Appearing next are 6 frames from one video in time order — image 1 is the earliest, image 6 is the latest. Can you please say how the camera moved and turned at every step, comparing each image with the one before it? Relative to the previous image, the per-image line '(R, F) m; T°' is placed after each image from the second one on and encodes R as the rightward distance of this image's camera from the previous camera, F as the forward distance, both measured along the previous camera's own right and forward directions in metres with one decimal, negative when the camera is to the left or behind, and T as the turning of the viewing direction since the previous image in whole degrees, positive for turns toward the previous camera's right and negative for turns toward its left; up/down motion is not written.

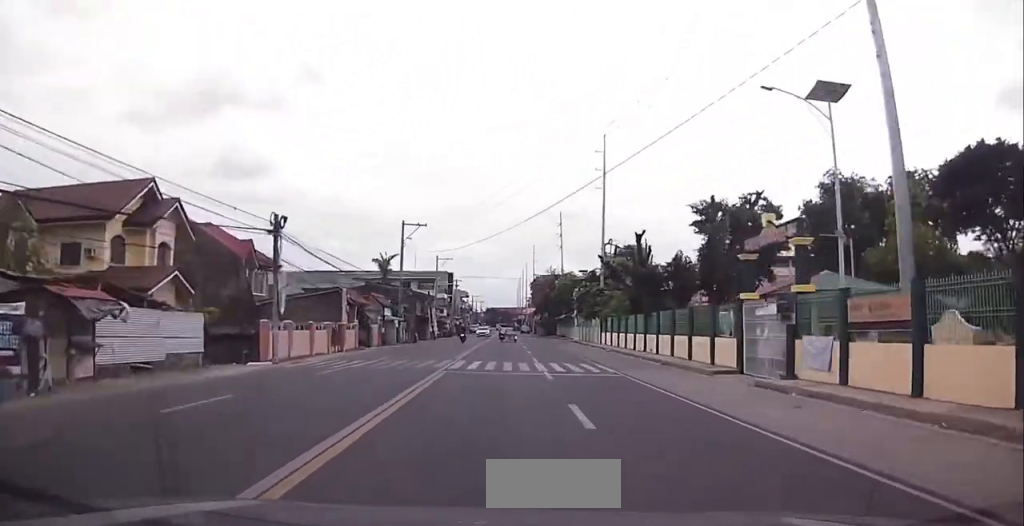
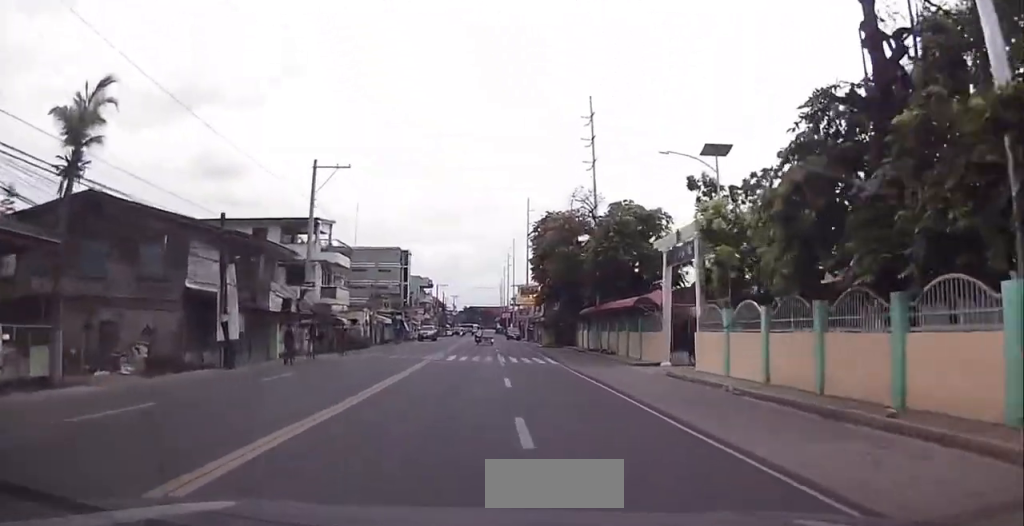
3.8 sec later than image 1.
(-0.8, +57.0) m; -1°
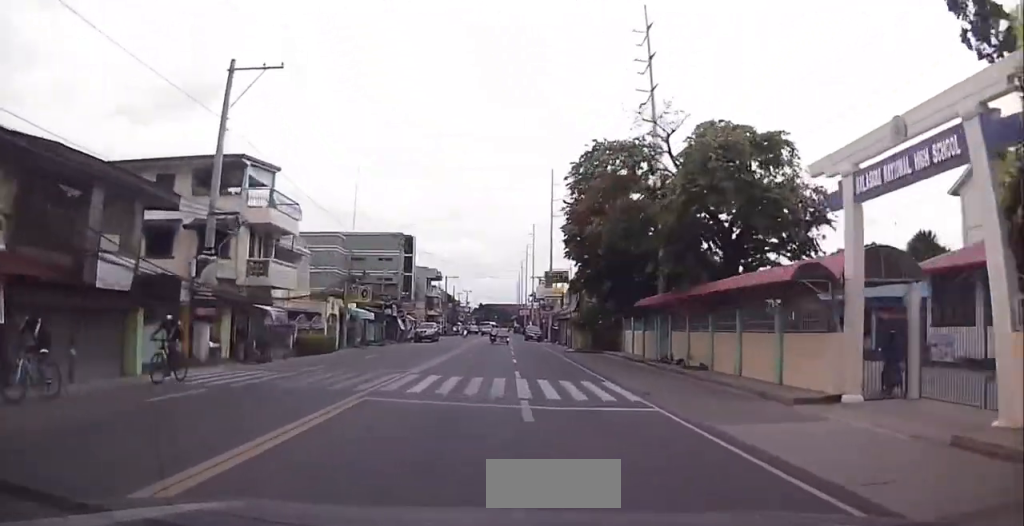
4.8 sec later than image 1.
(0.0, +15.9) m; 0°
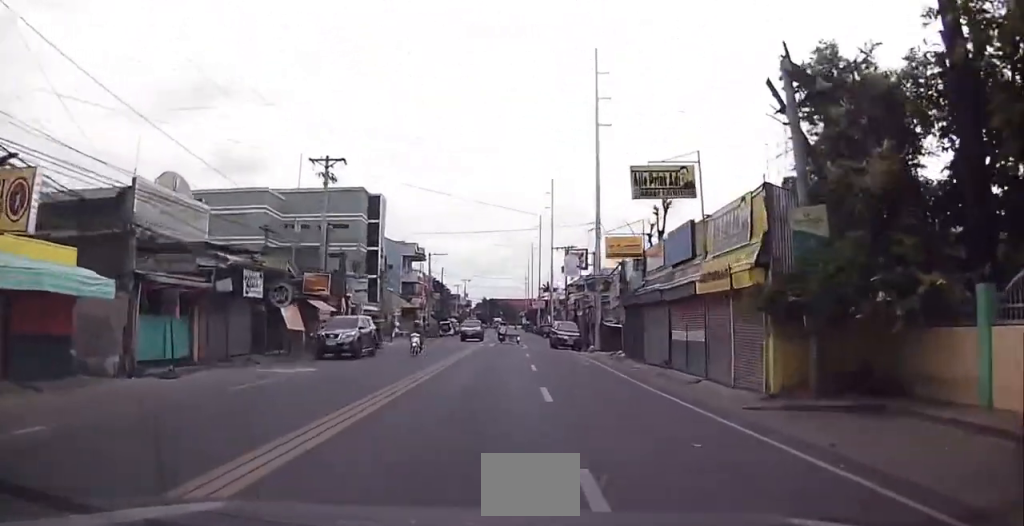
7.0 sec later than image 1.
(+0.1, +34.3) m; 0°
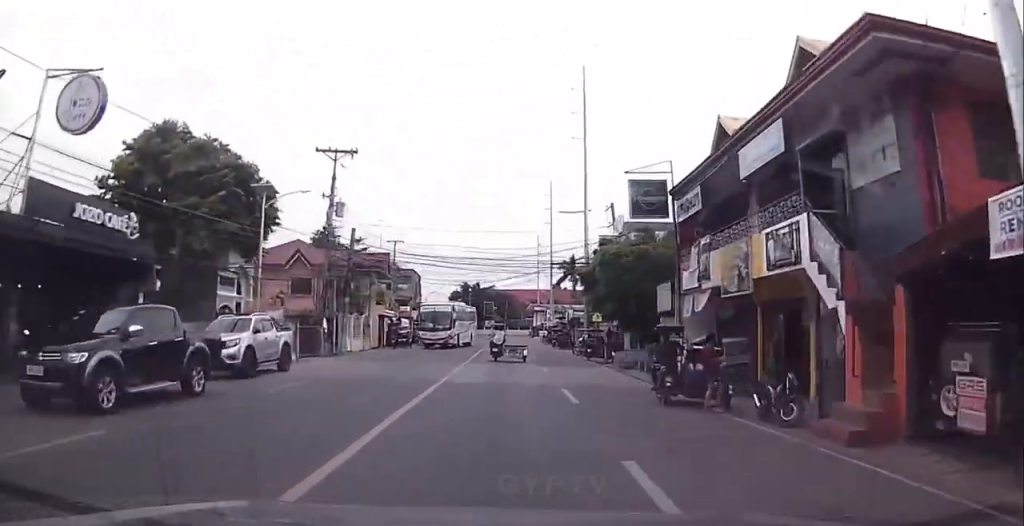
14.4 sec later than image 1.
(+3.2, +107.9) m; +5°
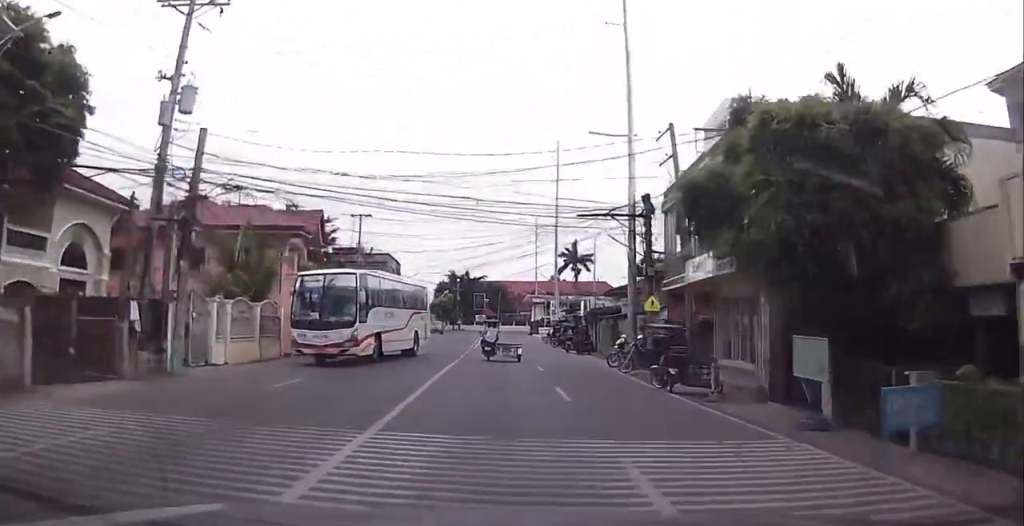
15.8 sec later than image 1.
(+2.4, +17.7) m; -7°
